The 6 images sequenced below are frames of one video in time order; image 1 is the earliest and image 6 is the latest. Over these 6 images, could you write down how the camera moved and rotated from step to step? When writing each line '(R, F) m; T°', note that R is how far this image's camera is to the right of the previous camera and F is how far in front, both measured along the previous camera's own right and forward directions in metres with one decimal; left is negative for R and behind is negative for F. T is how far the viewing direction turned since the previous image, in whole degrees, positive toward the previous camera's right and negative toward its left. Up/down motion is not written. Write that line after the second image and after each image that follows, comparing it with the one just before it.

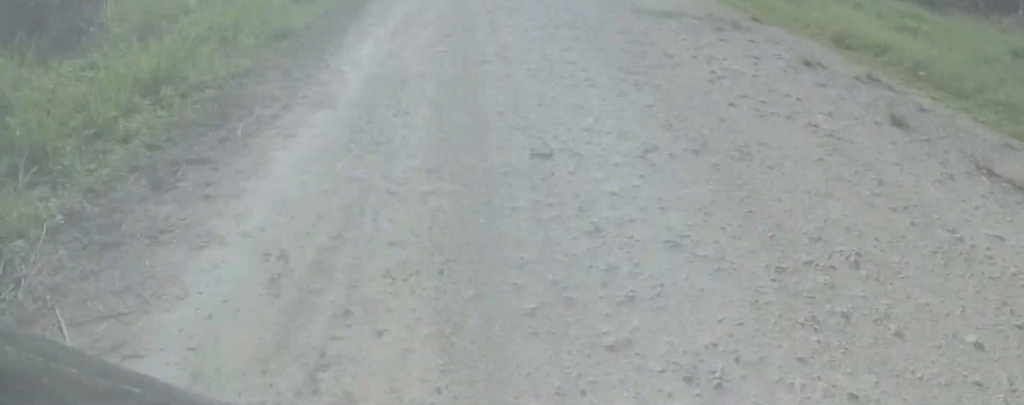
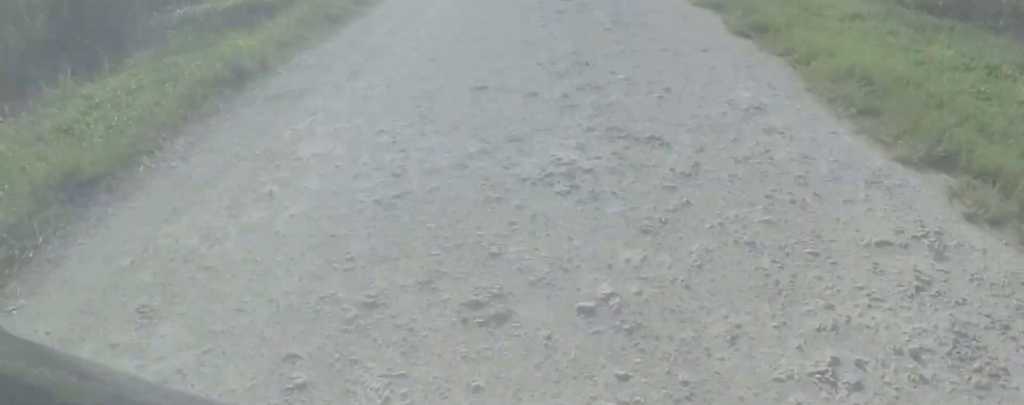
(-0.6, +26.0) m; 0°
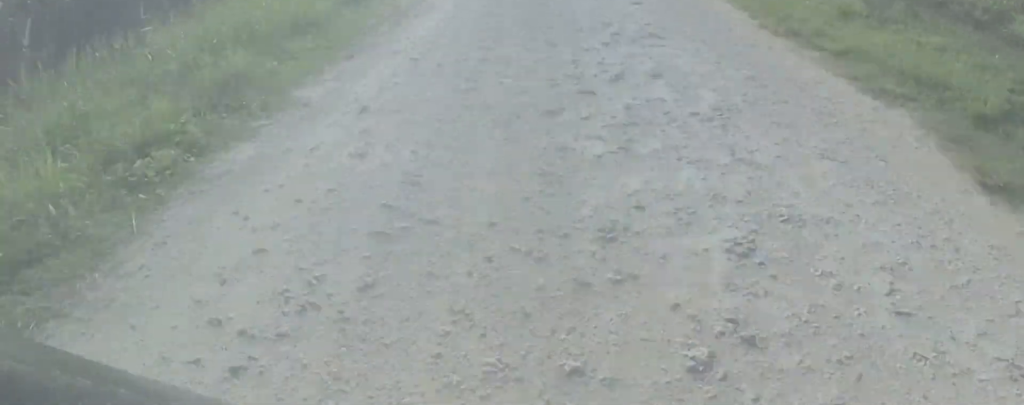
(+0.7, +7.3) m; +4°
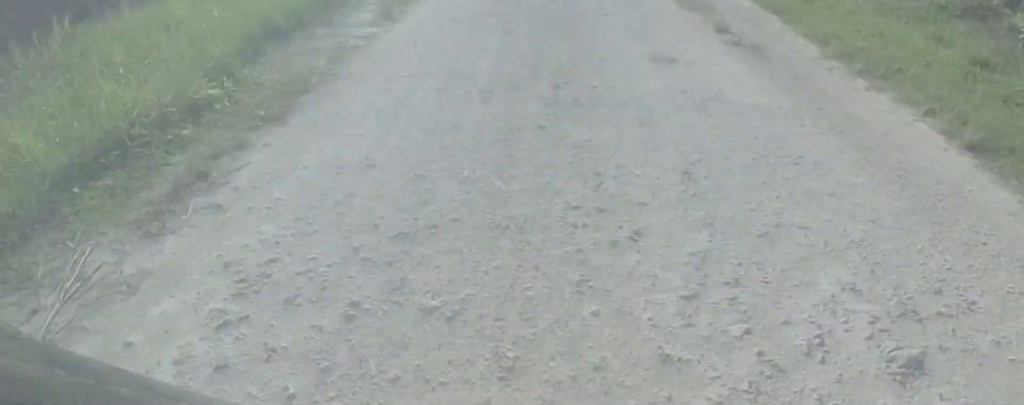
(+0.1, +4.7) m; 0°
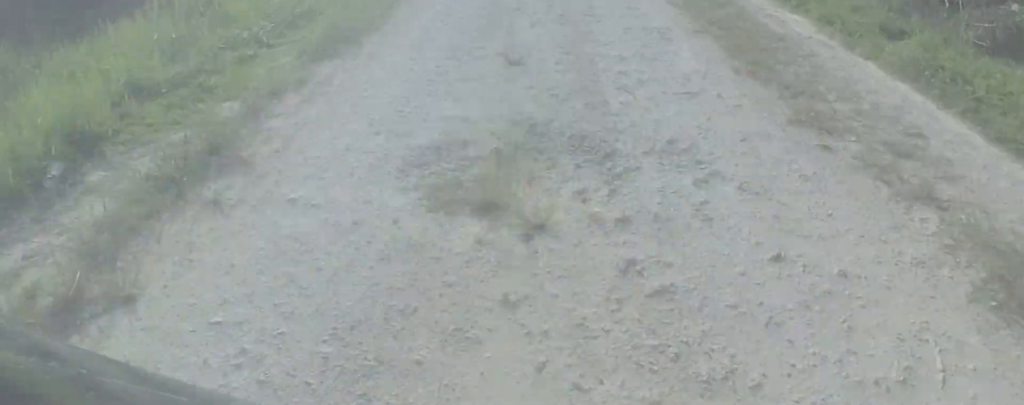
(+0.1, +5.6) m; -3°
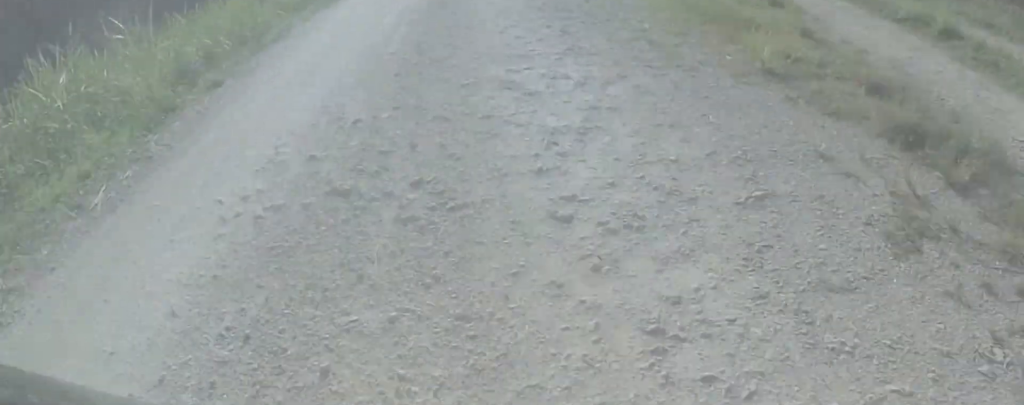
(-2.3, +19.4) m; -2°
